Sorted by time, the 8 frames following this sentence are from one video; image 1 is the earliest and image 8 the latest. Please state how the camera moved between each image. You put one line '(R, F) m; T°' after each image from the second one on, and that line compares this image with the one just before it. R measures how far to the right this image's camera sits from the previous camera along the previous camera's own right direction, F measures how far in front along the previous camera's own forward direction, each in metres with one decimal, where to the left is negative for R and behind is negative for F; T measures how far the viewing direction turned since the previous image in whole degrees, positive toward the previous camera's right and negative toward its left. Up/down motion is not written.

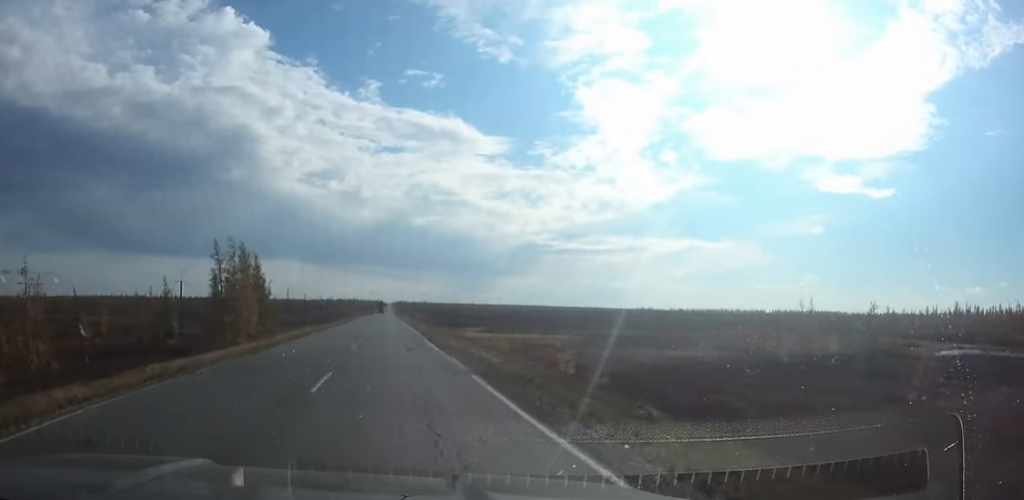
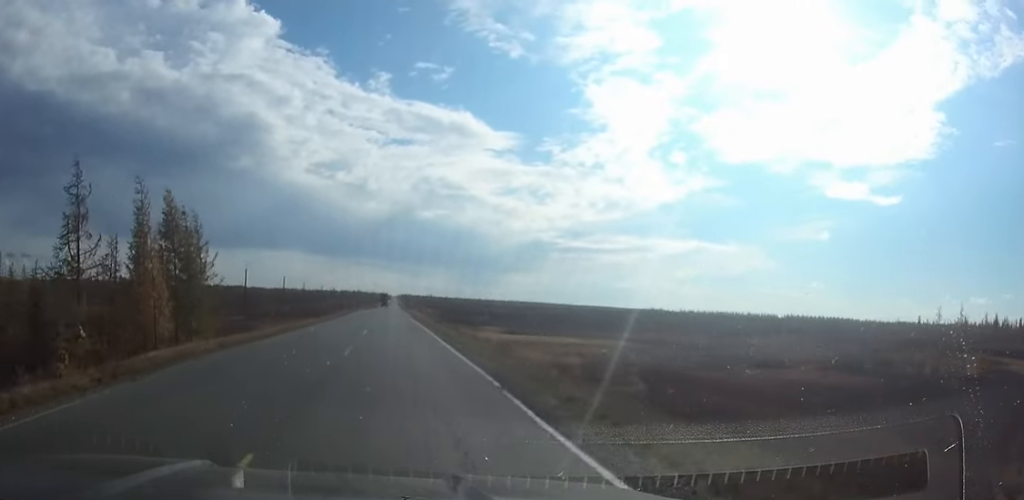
(0.0, +23.1) m; 0°
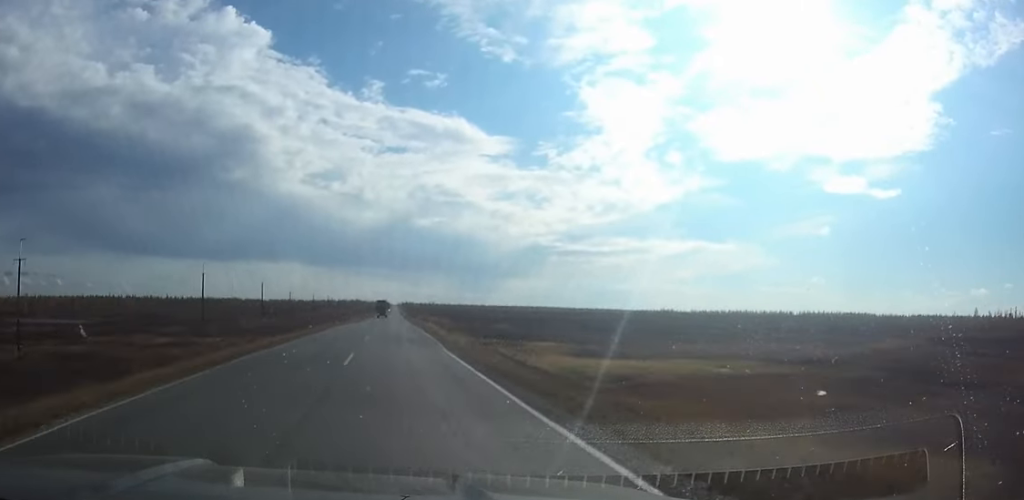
(0.0, +44.5) m; 0°
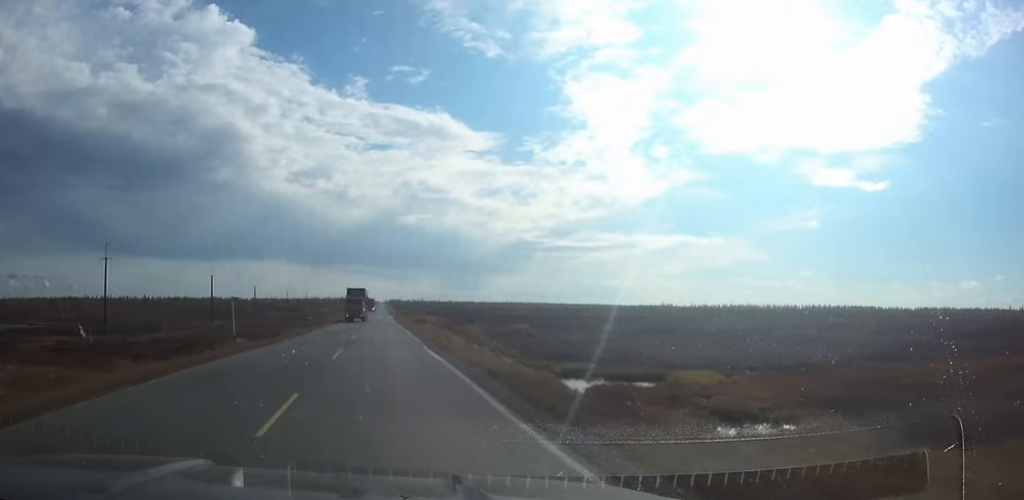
(+0.2, +46.1) m; 0°
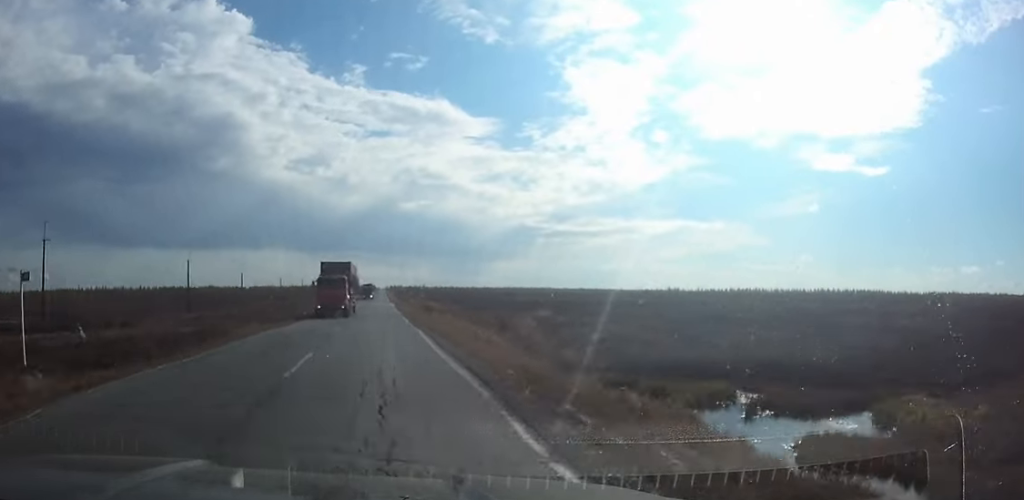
(+0.1, +18.9) m; 0°
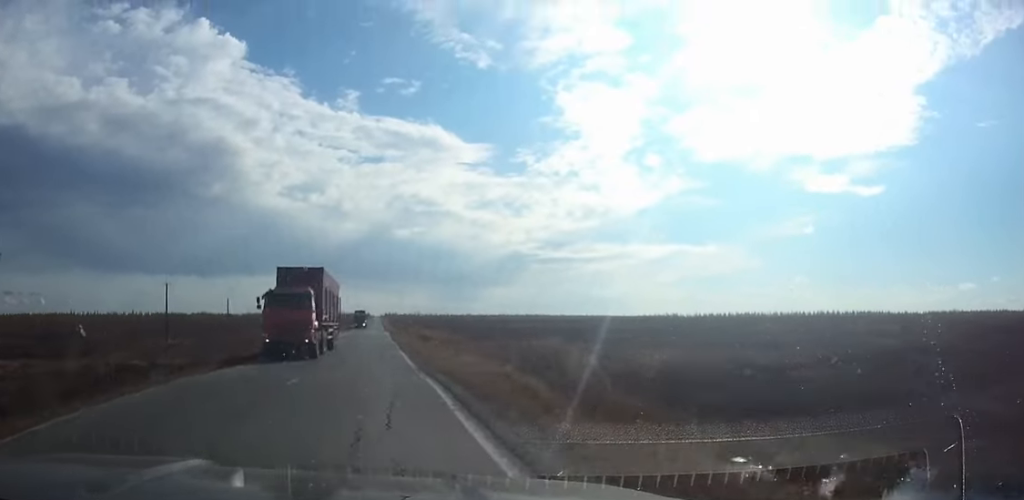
(-0.1, +11.4) m; 0°
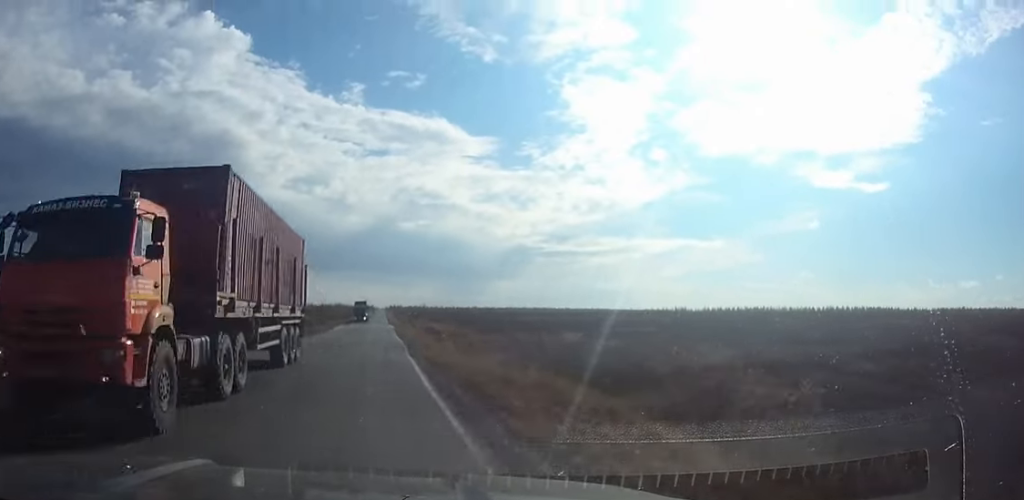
(0.0, +12.2) m; 0°
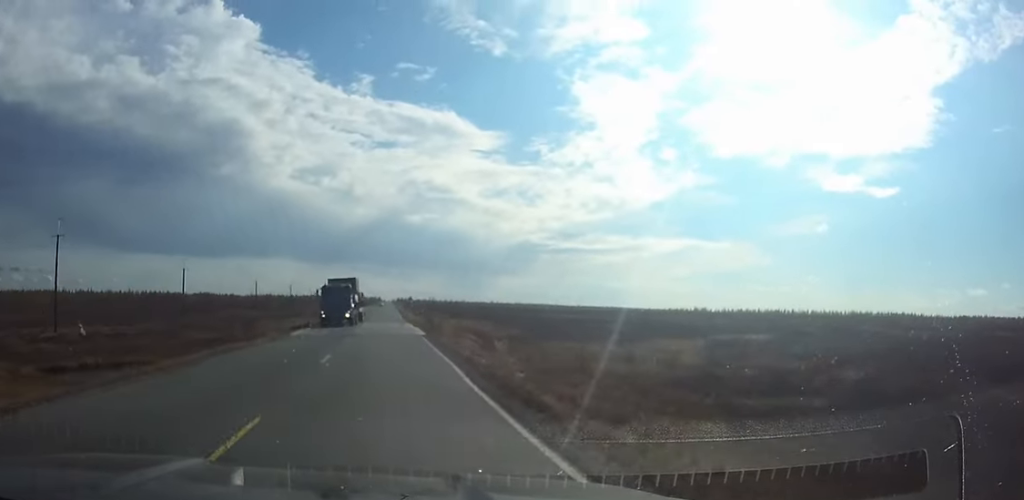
(-0.2, +41.4) m; 0°
